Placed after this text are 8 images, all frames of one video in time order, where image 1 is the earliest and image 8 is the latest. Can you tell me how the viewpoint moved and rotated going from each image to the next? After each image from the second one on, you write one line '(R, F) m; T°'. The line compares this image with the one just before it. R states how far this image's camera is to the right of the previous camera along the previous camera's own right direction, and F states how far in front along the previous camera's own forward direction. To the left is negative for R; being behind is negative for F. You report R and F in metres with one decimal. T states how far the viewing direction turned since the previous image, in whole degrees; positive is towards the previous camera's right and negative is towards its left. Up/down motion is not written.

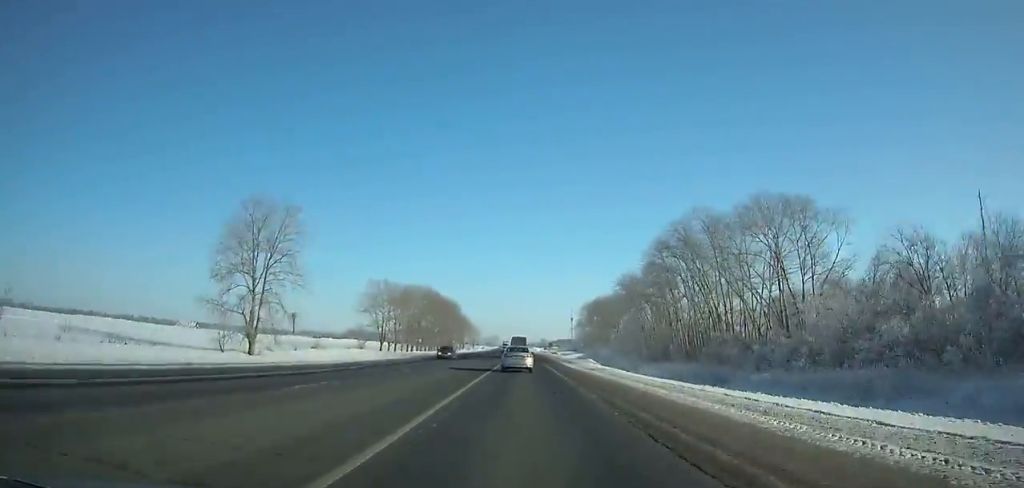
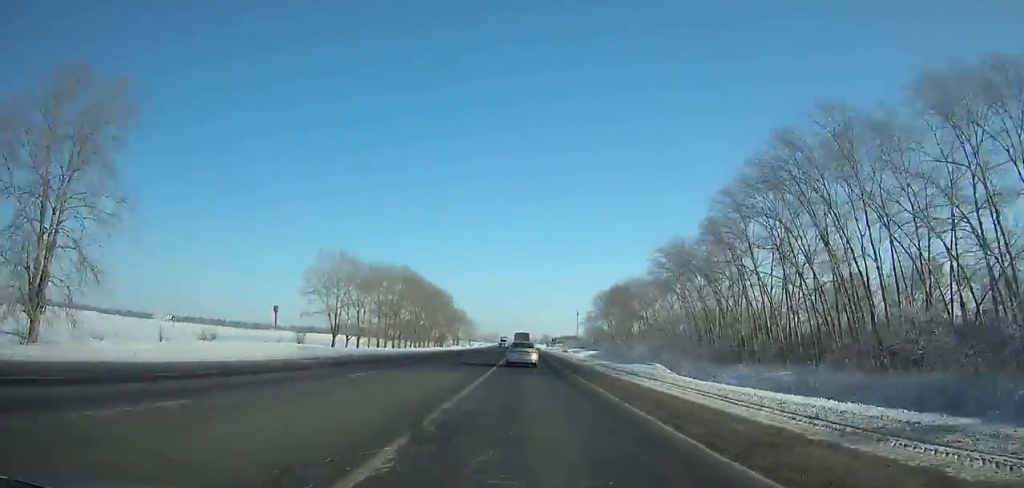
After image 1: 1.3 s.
(0.0, +31.3) m; 0°
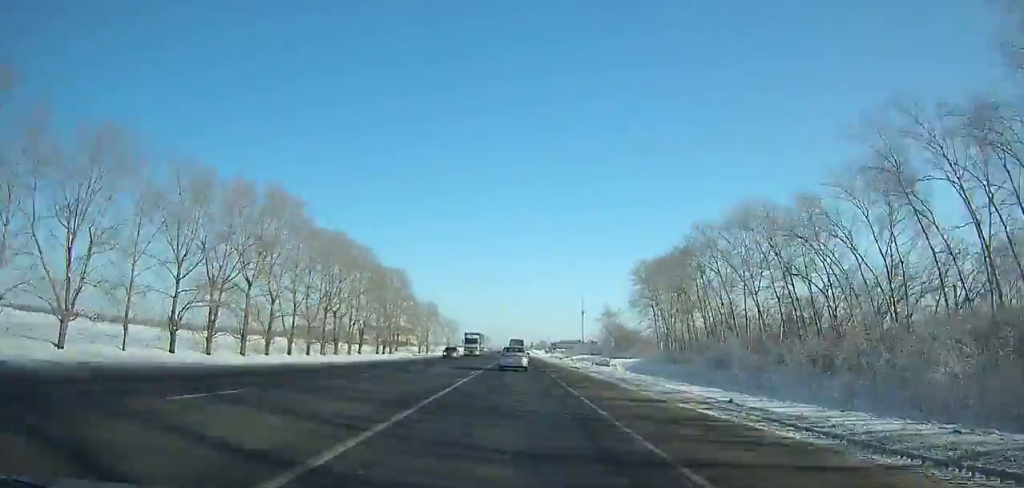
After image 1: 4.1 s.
(+0.1, +66.9) m; 0°
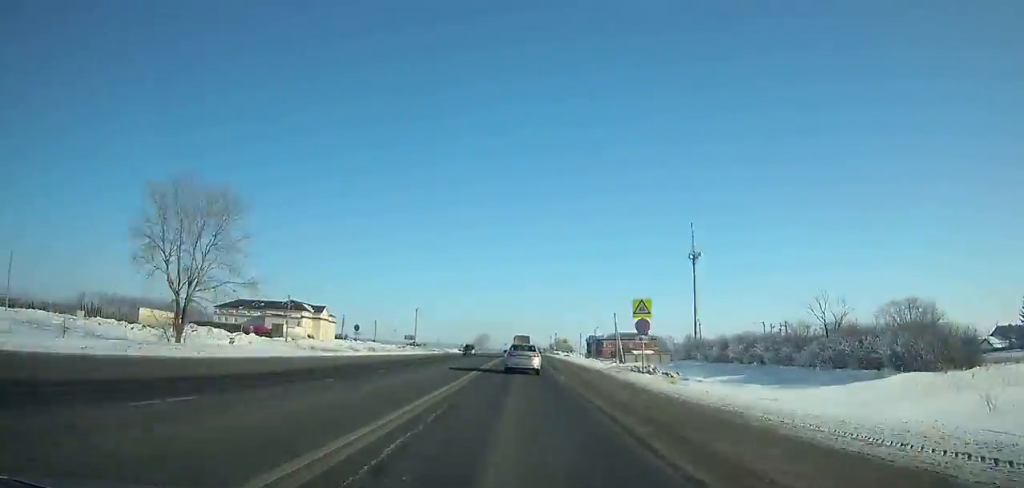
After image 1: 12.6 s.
(-1.0, +192.4) m; 0°
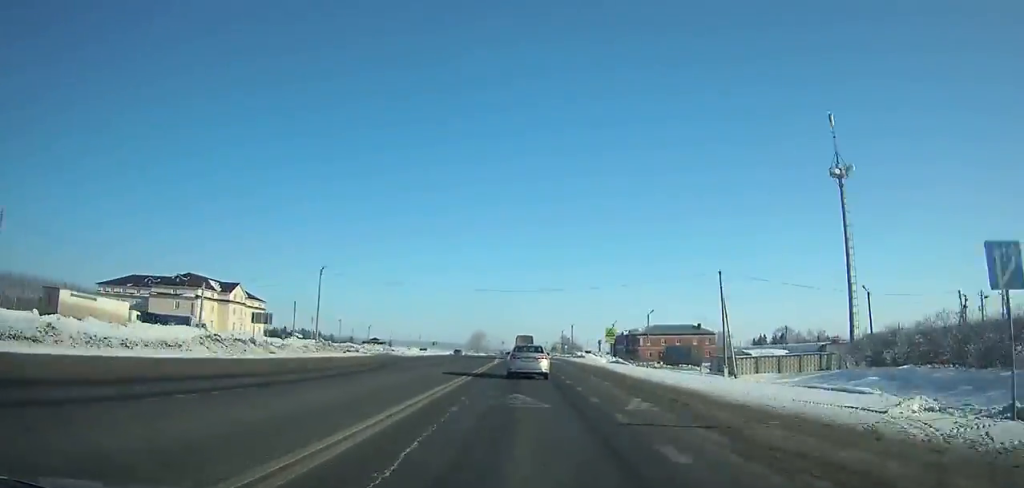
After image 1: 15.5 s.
(0.0, +60.1) m; 0°
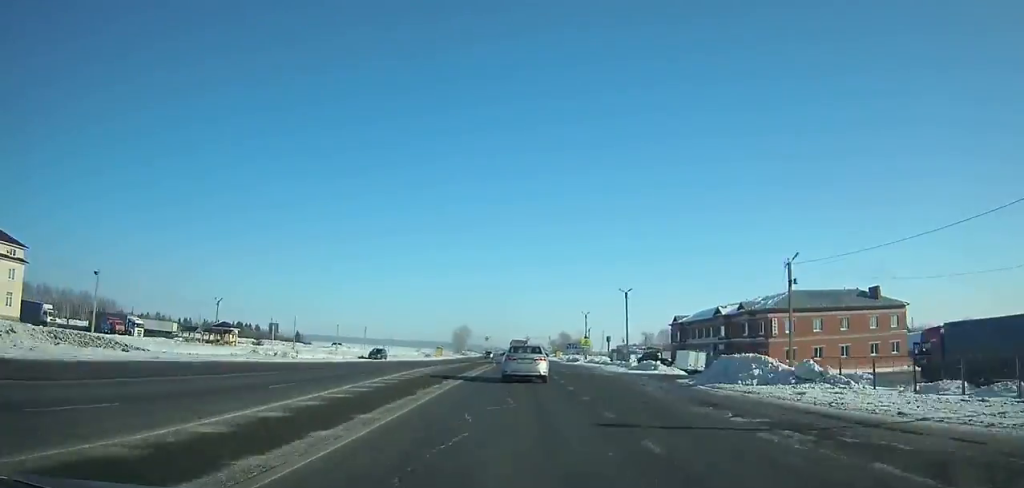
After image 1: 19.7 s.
(+0.2, +82.8) m; 0°
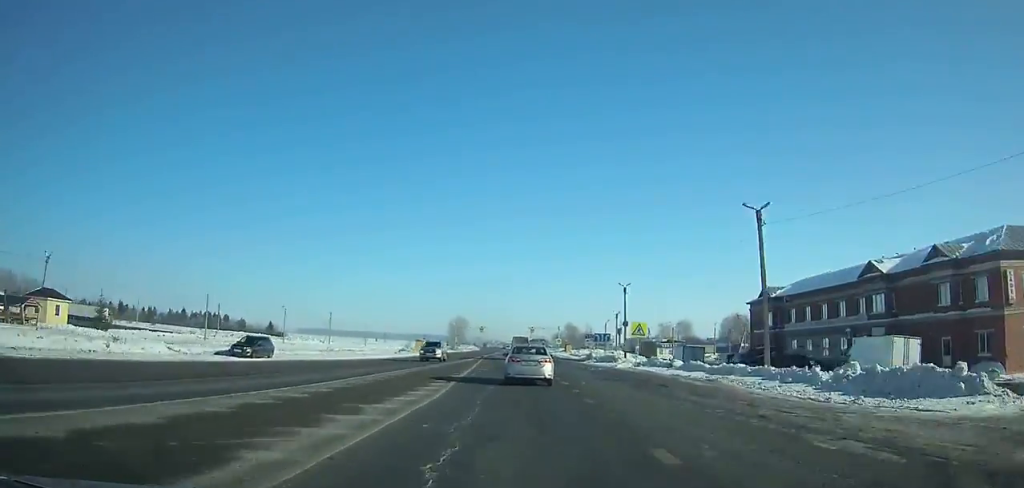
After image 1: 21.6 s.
(-0.1, +36.3) m; 0°
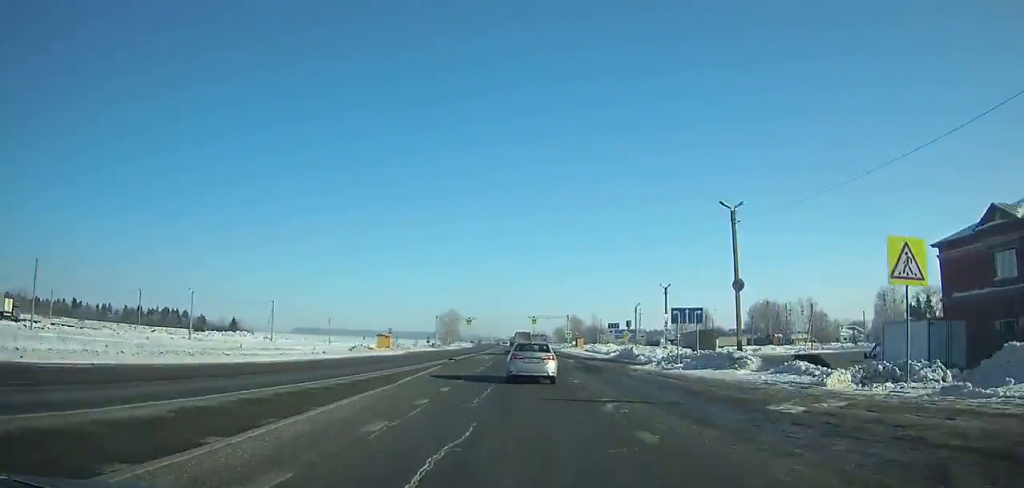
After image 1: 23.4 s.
(0.0, +34.2) m; 0°
